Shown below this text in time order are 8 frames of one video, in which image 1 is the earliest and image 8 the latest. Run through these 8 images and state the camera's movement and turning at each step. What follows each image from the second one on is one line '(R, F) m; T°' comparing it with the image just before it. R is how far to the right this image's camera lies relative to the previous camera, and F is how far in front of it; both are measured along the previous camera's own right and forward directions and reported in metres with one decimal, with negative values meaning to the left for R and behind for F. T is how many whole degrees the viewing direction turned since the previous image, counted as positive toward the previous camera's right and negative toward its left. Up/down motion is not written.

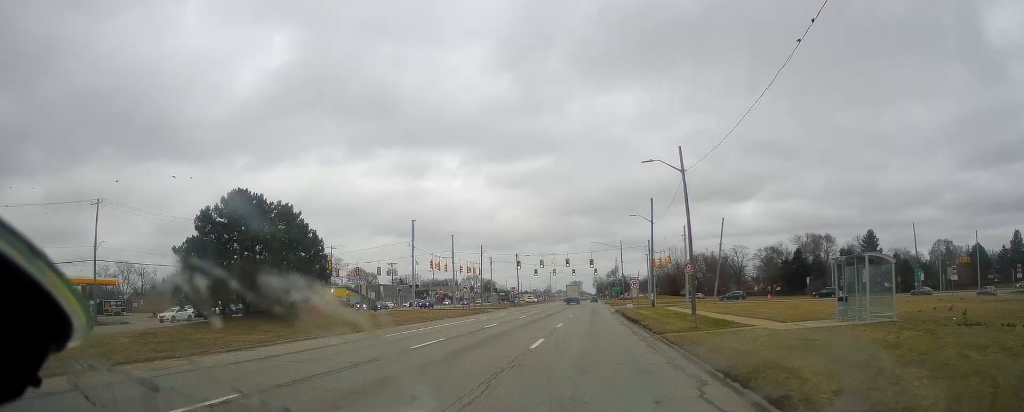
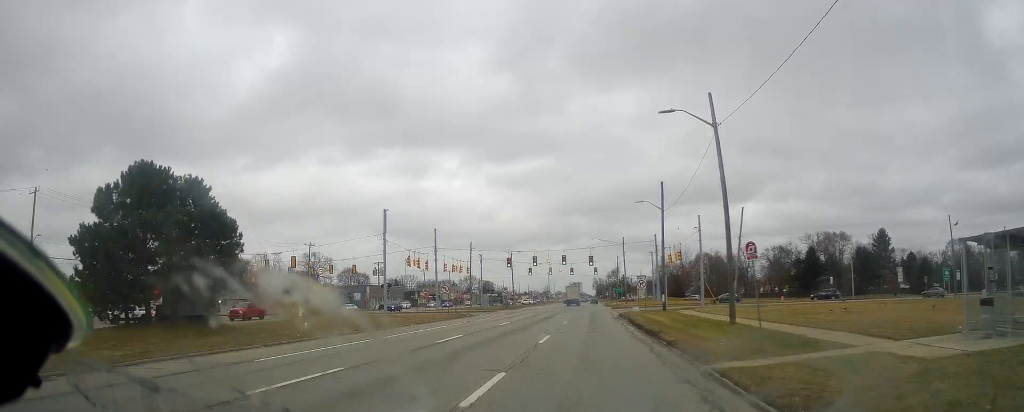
(-0.1, +10.4) m; 0°
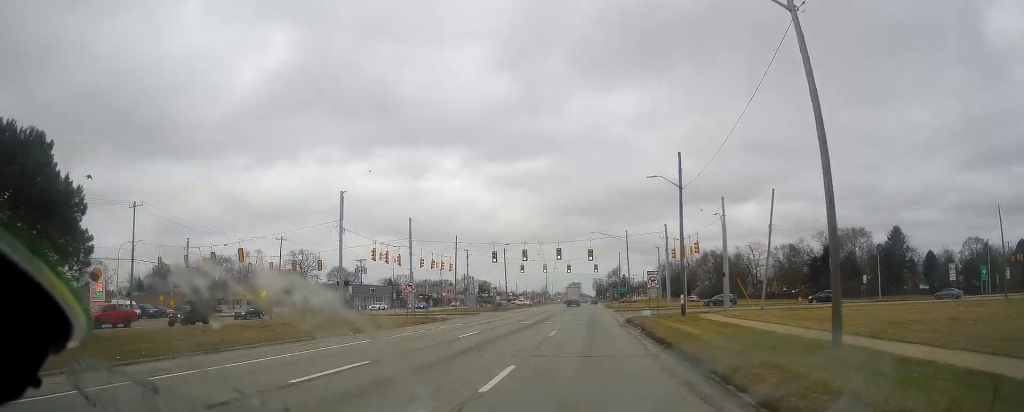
(+0.2, +11.8) m; 0°
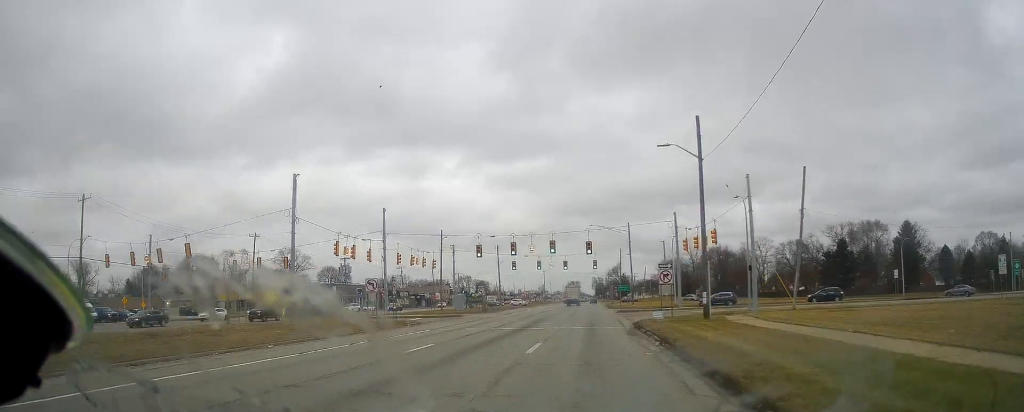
(+0.1, +9.0) m; 0°
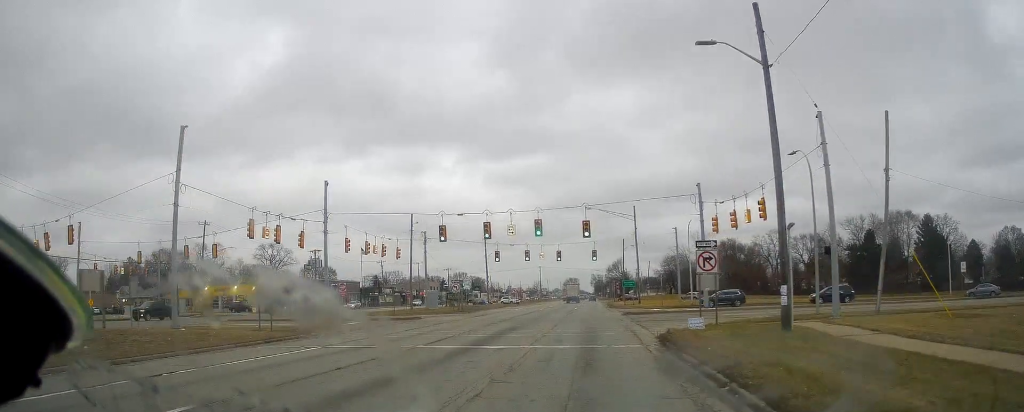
(-0.3, +14.4) m; +1°
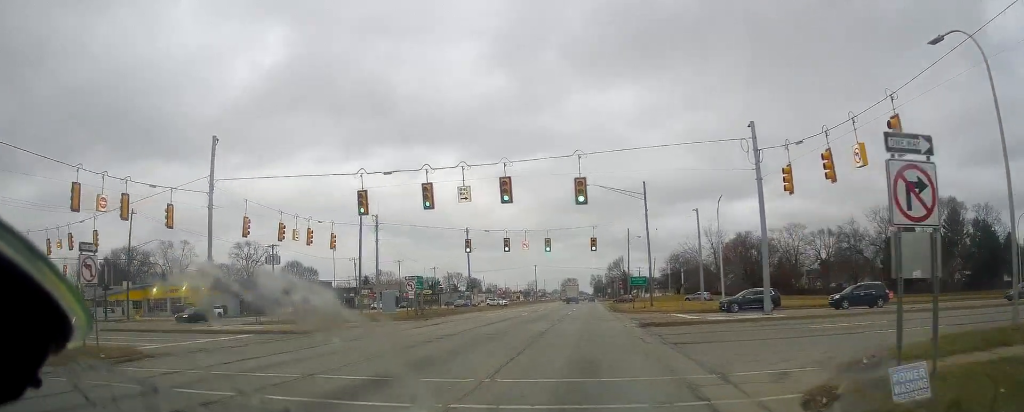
(+0.4, +16.5) m; 0°
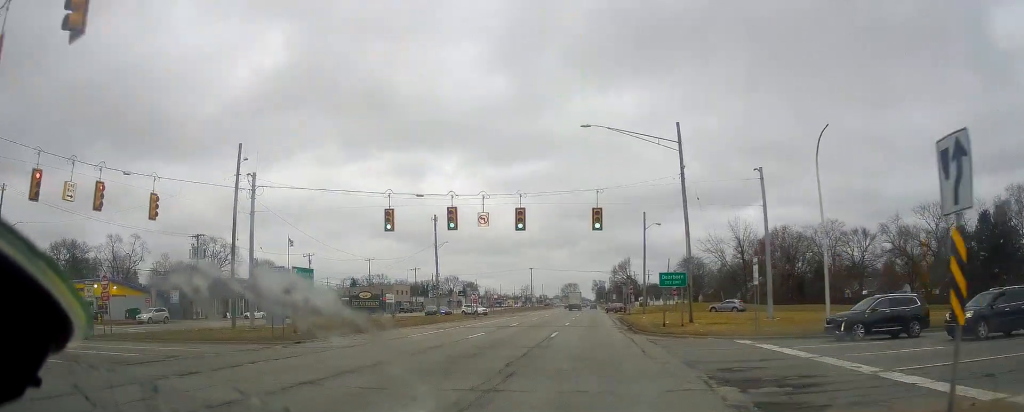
(-0.2, +22.6) m; -1°
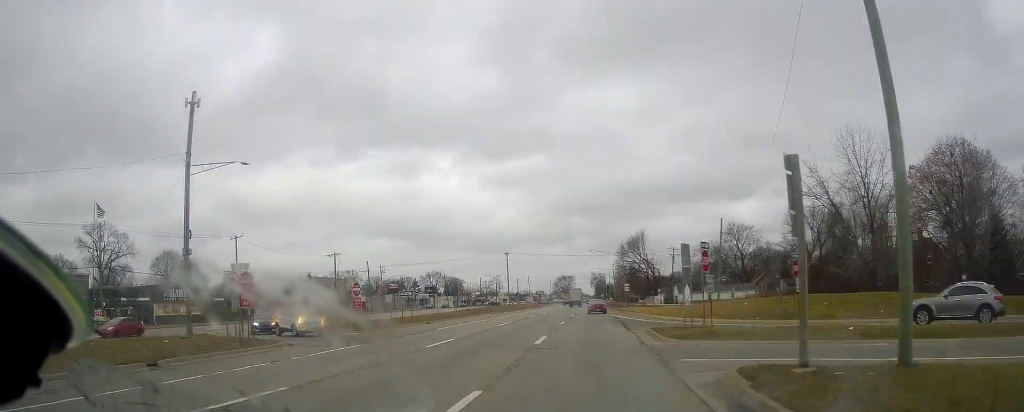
(+1.1, +52.2) m; 0°
